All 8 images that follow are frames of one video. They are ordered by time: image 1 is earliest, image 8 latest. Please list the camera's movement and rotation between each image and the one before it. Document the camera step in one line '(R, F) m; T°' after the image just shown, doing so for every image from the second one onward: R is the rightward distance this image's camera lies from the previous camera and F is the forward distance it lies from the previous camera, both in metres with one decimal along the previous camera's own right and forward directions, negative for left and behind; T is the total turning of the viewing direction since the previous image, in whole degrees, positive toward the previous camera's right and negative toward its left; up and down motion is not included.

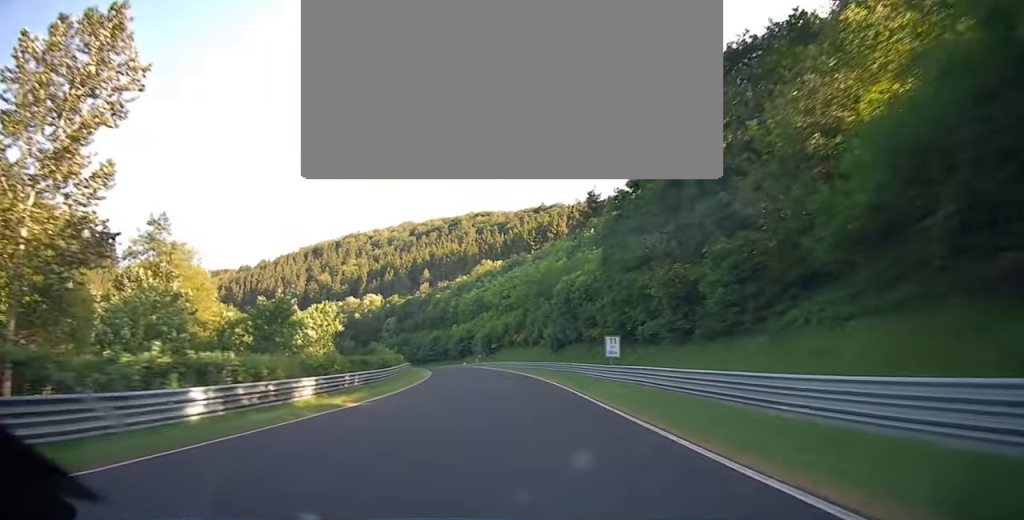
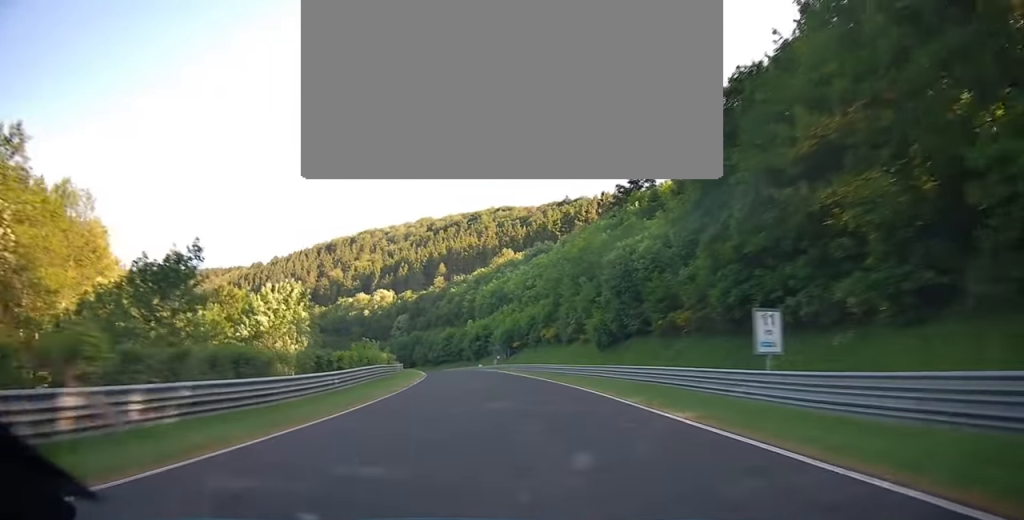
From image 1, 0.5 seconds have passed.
(-0.4, +19.4) m; -2°
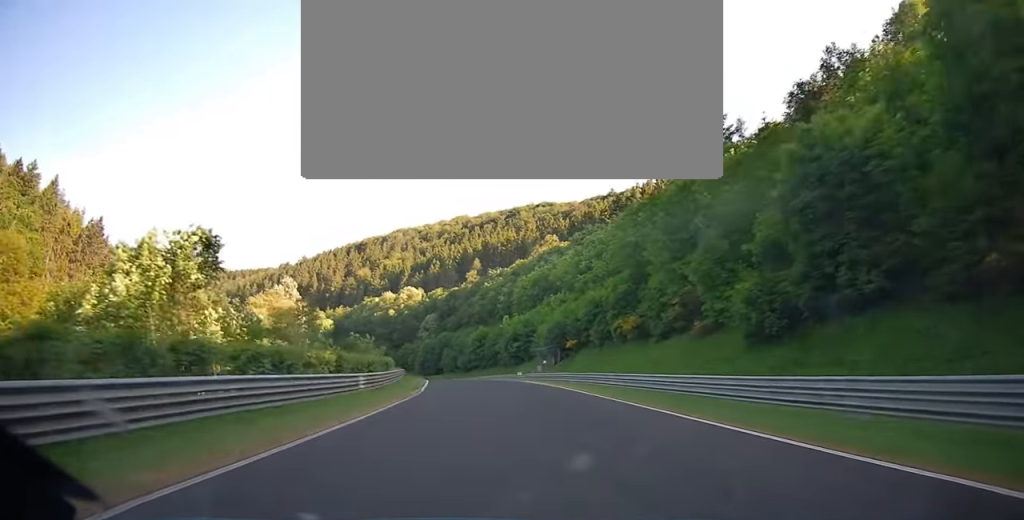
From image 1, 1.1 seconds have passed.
(-0.4, +24.1) m; -3°
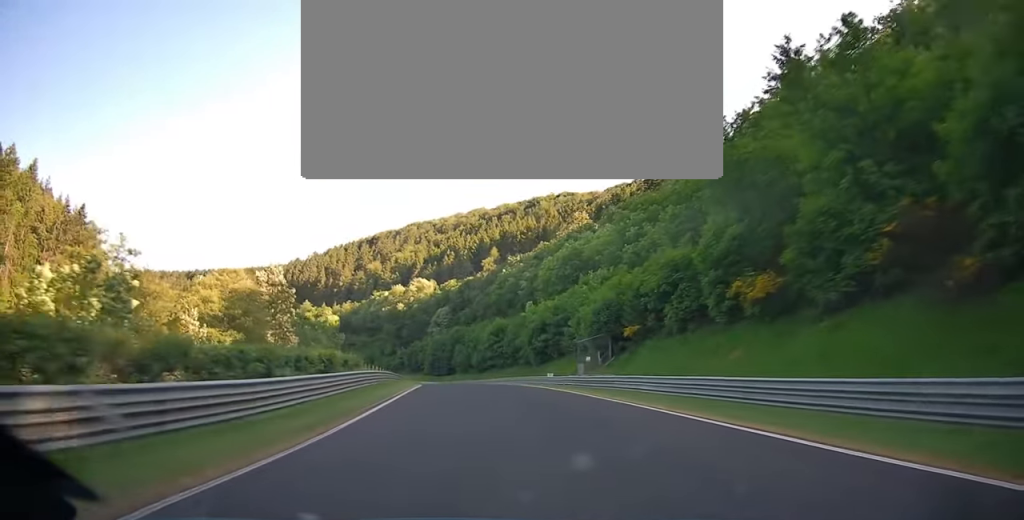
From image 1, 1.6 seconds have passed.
(-0.6, +19.5) m; -2°
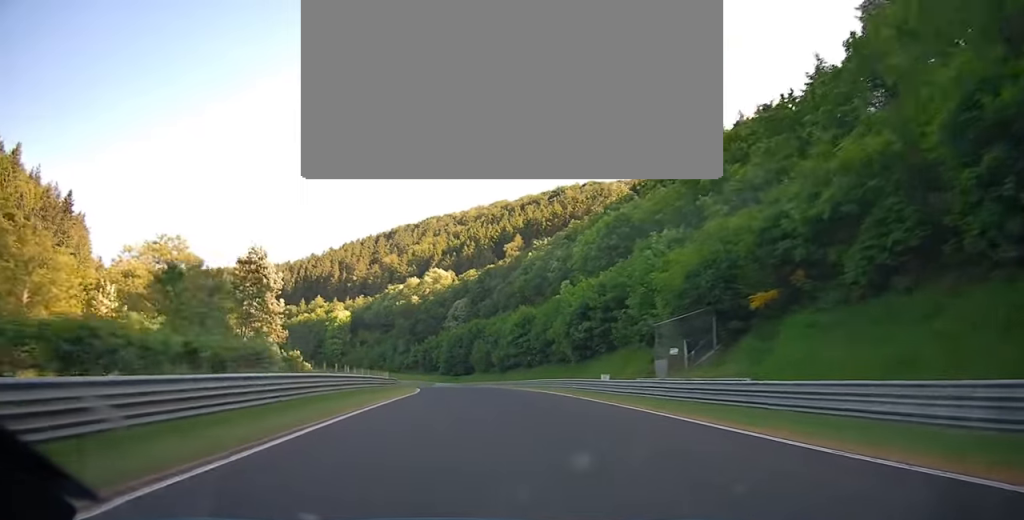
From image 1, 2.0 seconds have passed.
(-0.2, +17.4) m; -2°
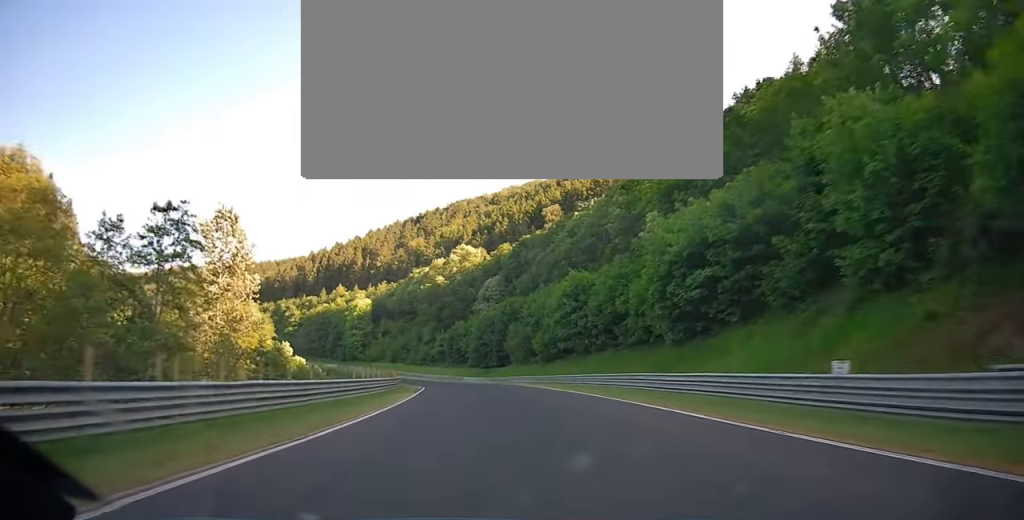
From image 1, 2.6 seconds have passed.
(-0.6, +23.5) m; -3°
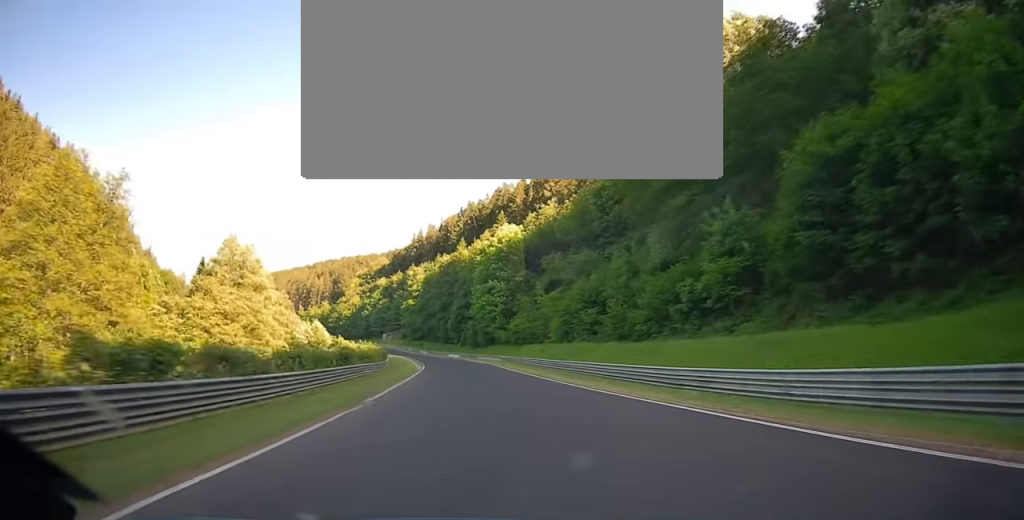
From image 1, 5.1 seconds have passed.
(-14.2, +99.1) m; -17°
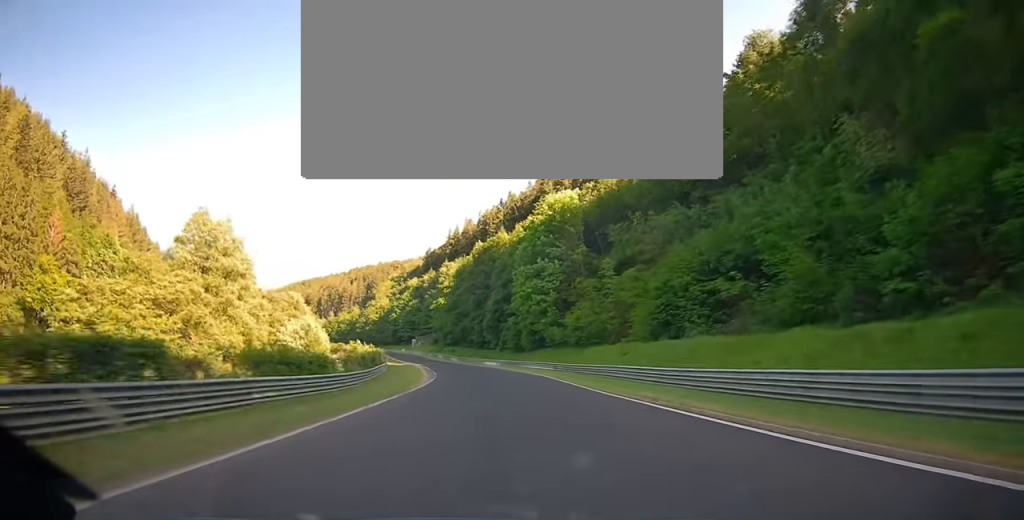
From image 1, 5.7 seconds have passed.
(-0.8, +26.3) m; -5°
